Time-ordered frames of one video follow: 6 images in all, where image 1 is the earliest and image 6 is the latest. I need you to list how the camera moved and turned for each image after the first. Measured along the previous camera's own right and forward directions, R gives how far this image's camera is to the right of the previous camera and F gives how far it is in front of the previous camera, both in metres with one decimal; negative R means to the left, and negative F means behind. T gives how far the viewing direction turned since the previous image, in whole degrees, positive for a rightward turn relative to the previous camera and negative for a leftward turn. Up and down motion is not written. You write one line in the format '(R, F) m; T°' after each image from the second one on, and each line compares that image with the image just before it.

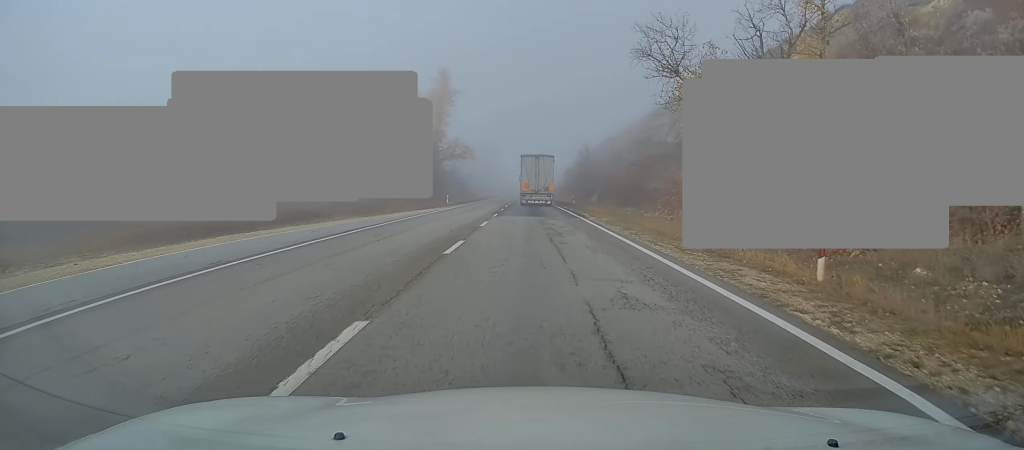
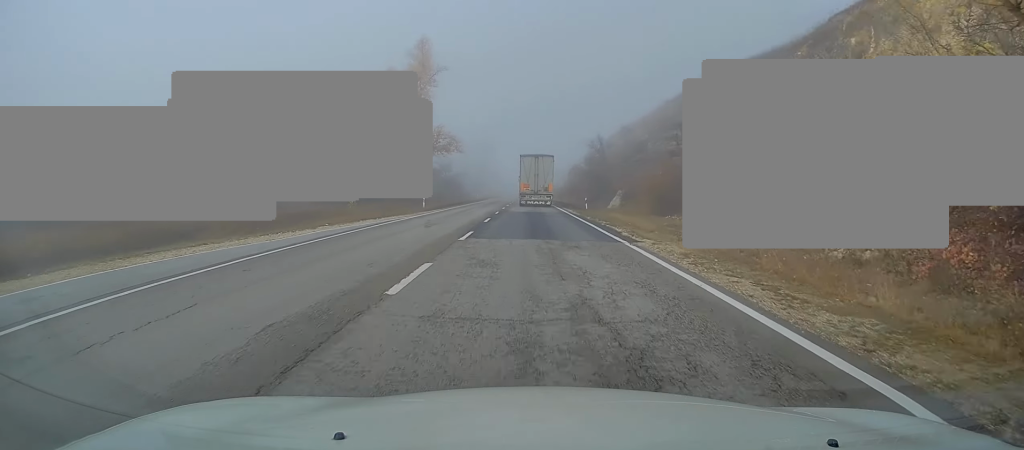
(+0.2, +13.6) m; 0°
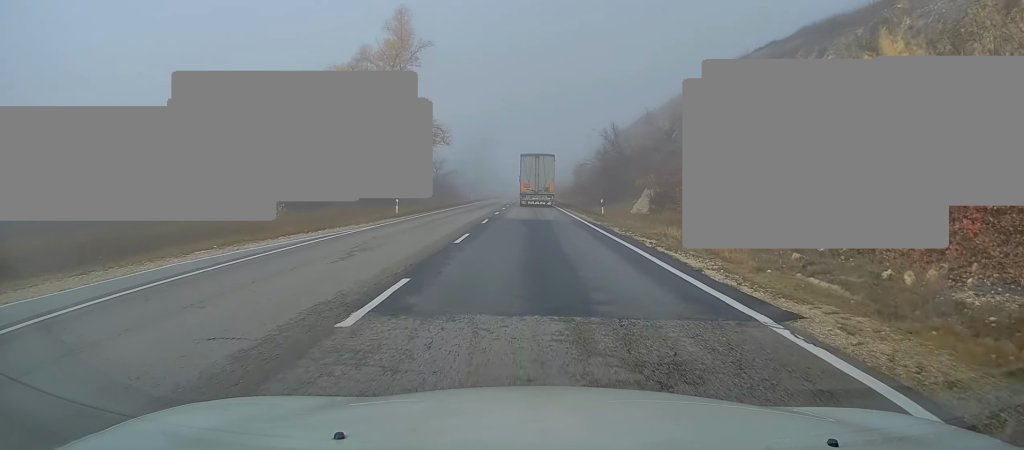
(-0.2, +9.7) m; -1°
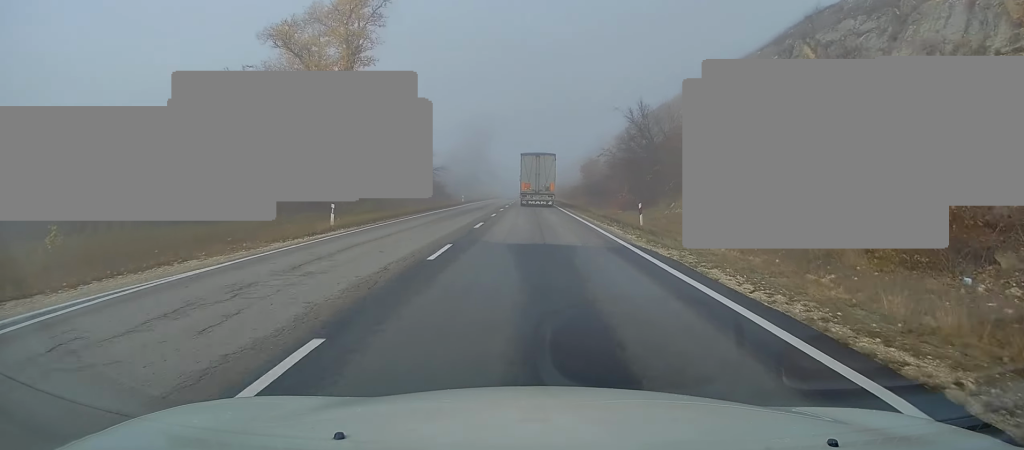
(-0.1, +12.4) m; 0°
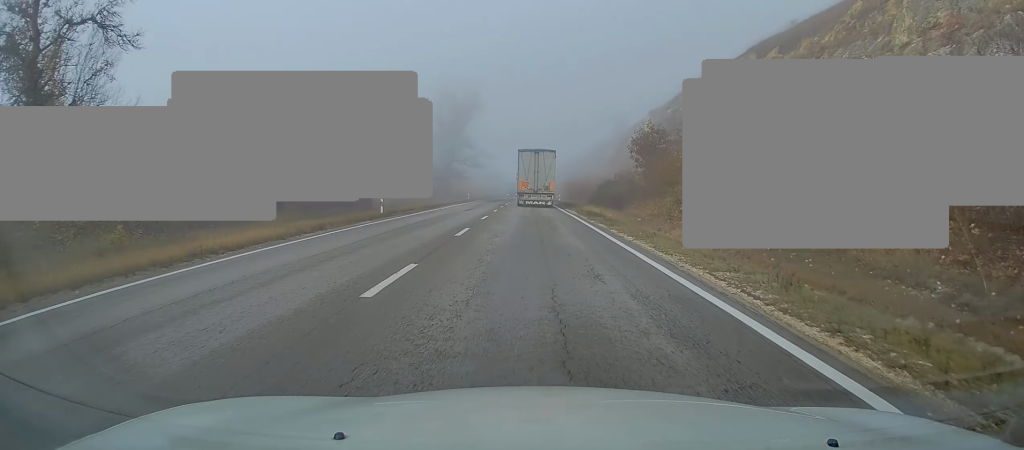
(+0.3, +40.0) m; +1°
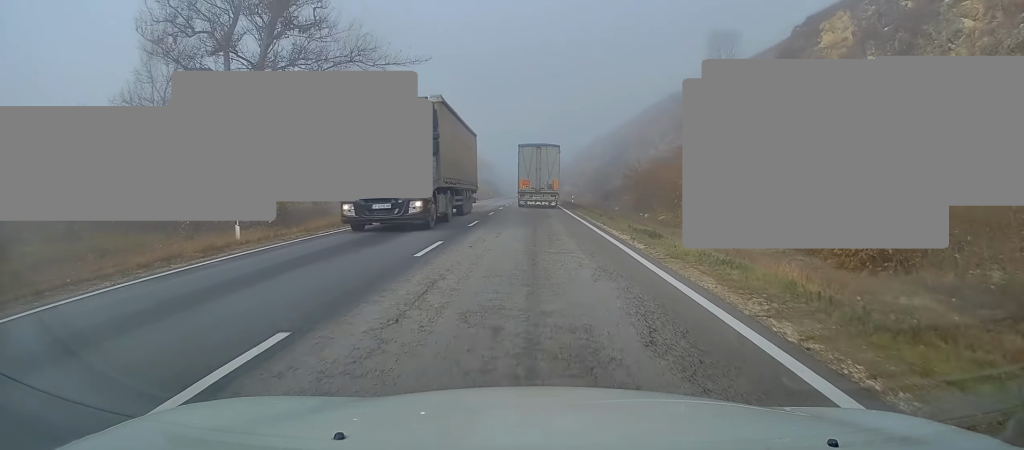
(-0.9, +67.2) m; -1°
